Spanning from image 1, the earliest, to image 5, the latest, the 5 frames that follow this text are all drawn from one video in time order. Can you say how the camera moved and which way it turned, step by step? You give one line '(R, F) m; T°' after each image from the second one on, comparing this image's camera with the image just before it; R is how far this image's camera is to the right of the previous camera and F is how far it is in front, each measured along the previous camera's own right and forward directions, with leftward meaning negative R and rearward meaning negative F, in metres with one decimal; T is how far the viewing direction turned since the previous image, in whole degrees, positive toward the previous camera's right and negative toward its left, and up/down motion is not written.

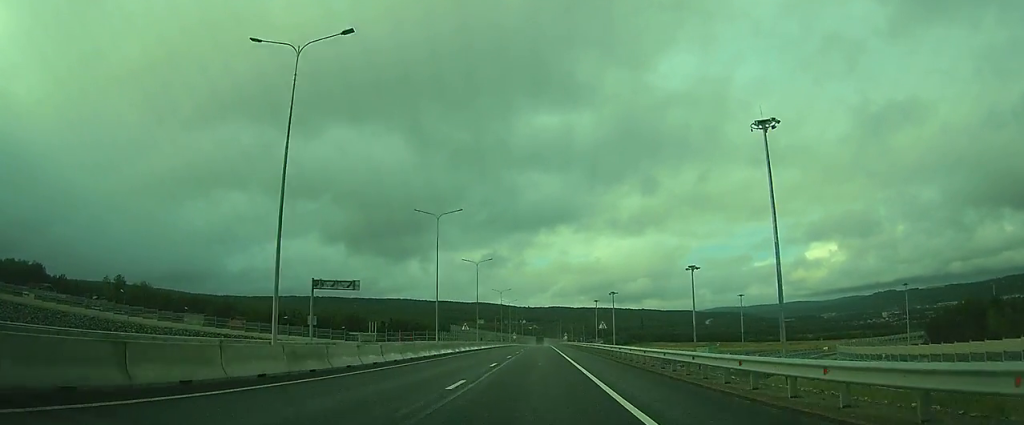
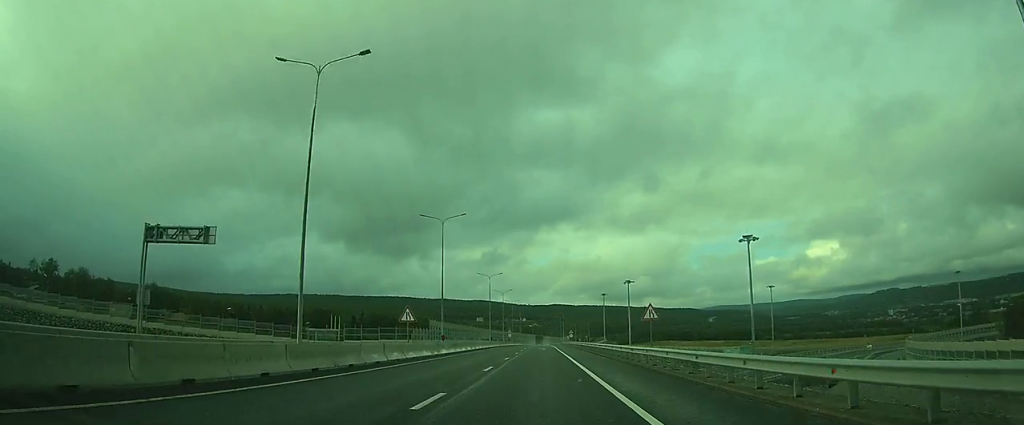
(-0.2, +27.0) m; -1°
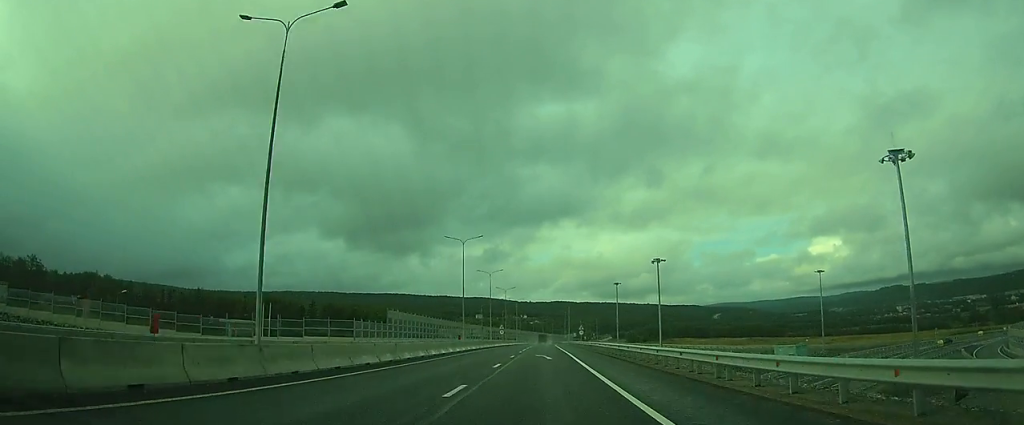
(-0.1, +32.7) m; 0°
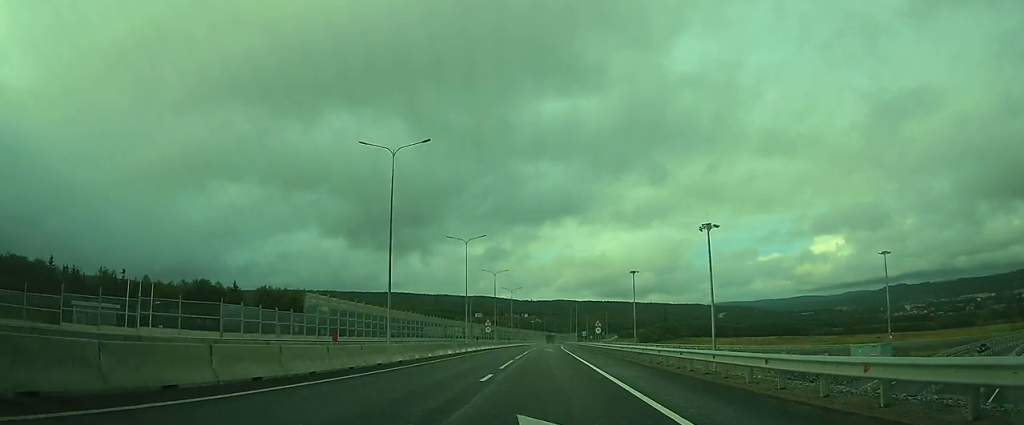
(+0.3, +30.5) m; +1°
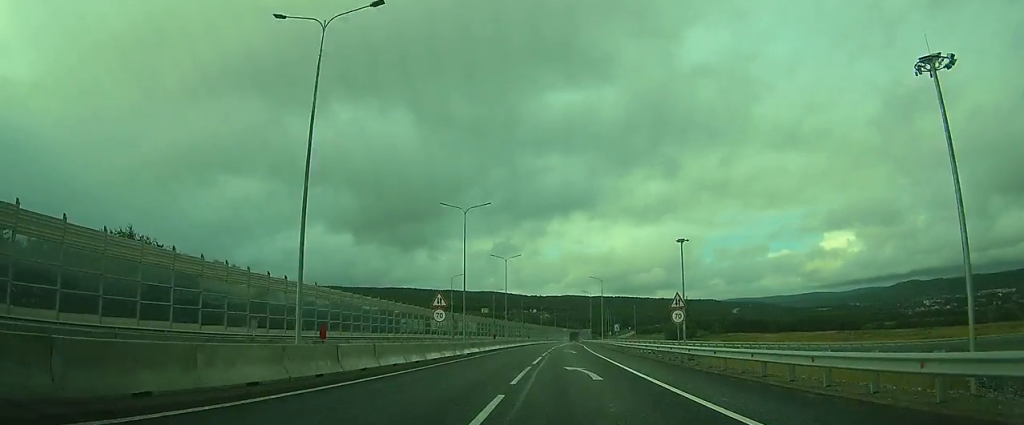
(-0.1, +44.0) m; 0°
